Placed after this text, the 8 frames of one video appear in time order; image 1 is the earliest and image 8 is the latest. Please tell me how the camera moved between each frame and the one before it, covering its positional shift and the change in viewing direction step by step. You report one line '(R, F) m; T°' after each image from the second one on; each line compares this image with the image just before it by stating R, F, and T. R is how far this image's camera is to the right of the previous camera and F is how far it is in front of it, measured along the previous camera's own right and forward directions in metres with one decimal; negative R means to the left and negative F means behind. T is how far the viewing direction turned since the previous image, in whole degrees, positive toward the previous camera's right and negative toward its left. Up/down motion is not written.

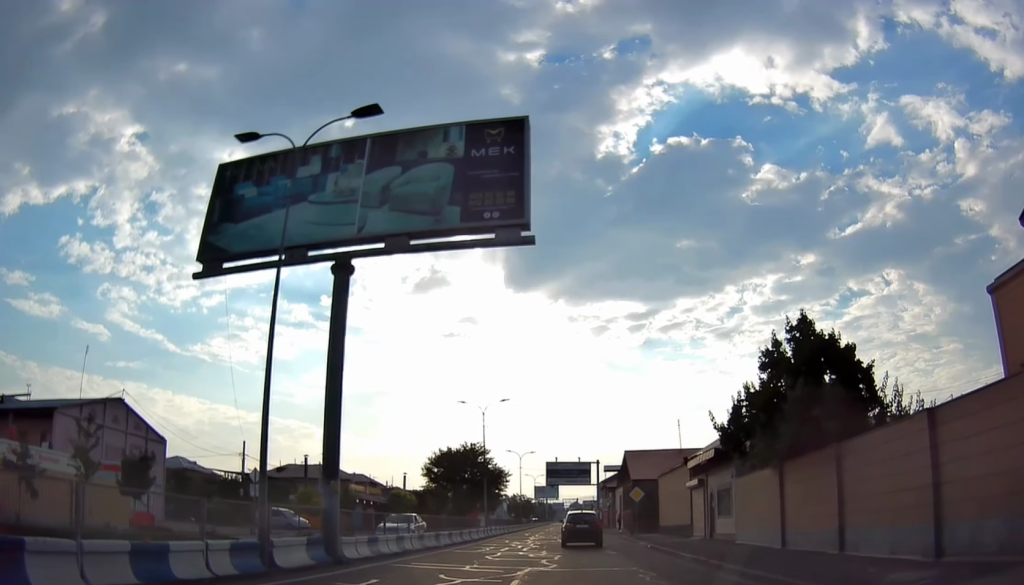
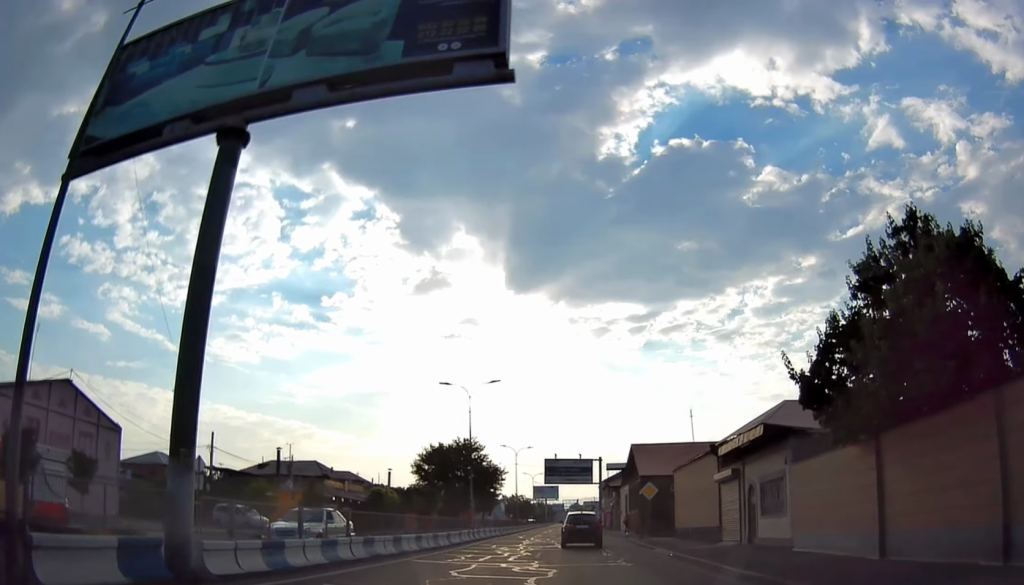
(+0.2, +6.6) m; +1°
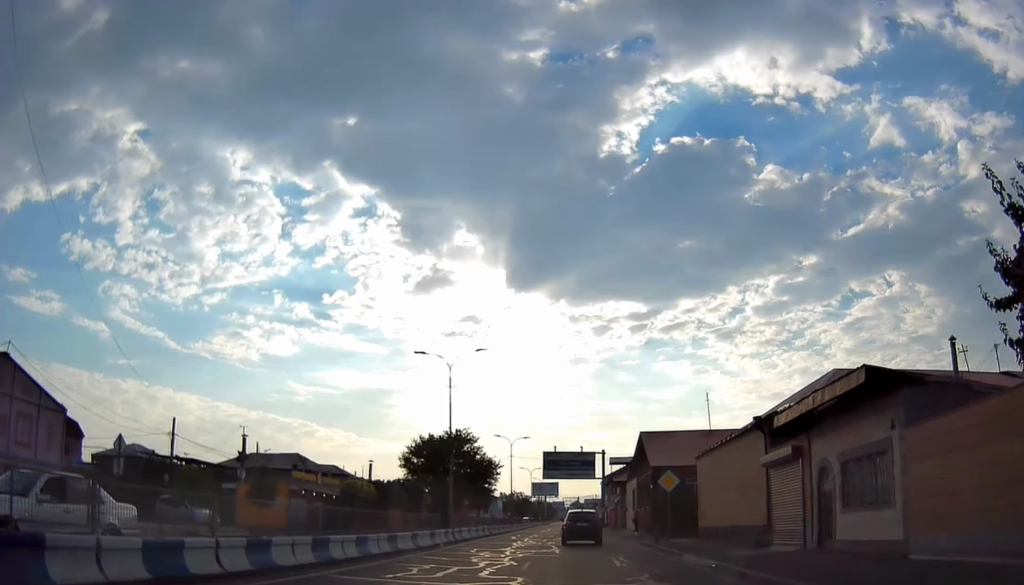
(+0.1, +6.9) m; +1°
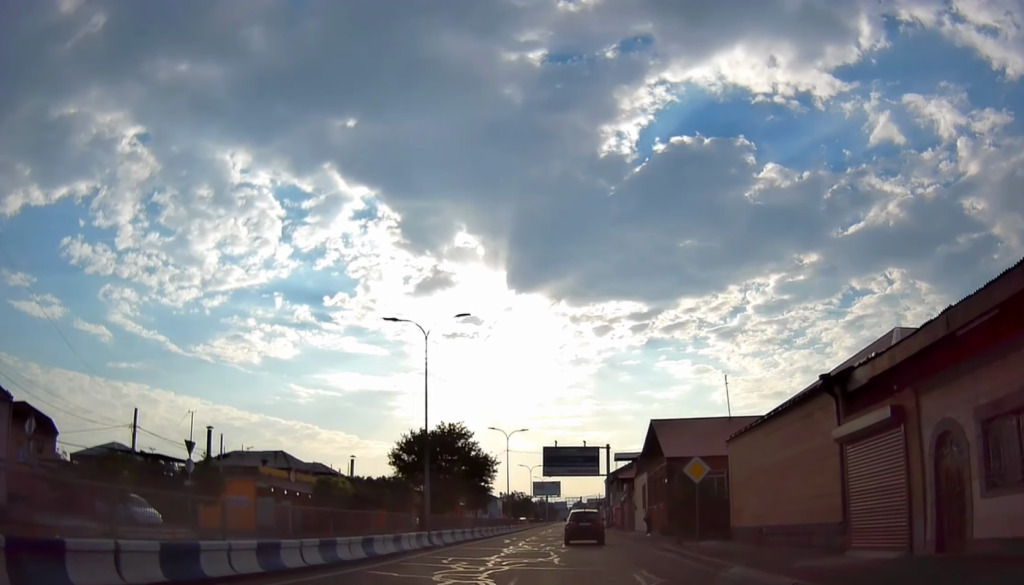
(0.0, +5.9) m; 0°
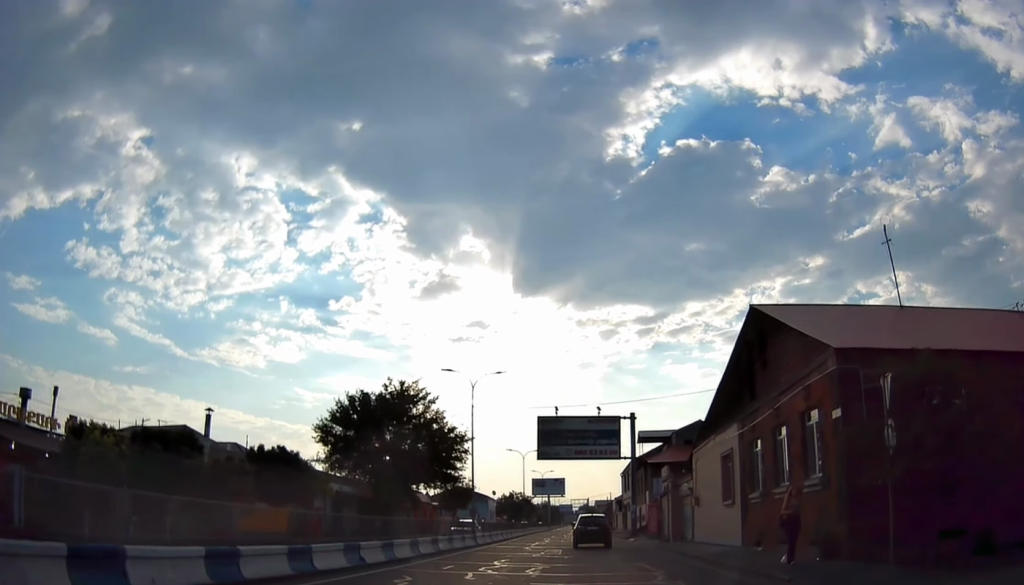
(+0.1, +24.8) m; 0°
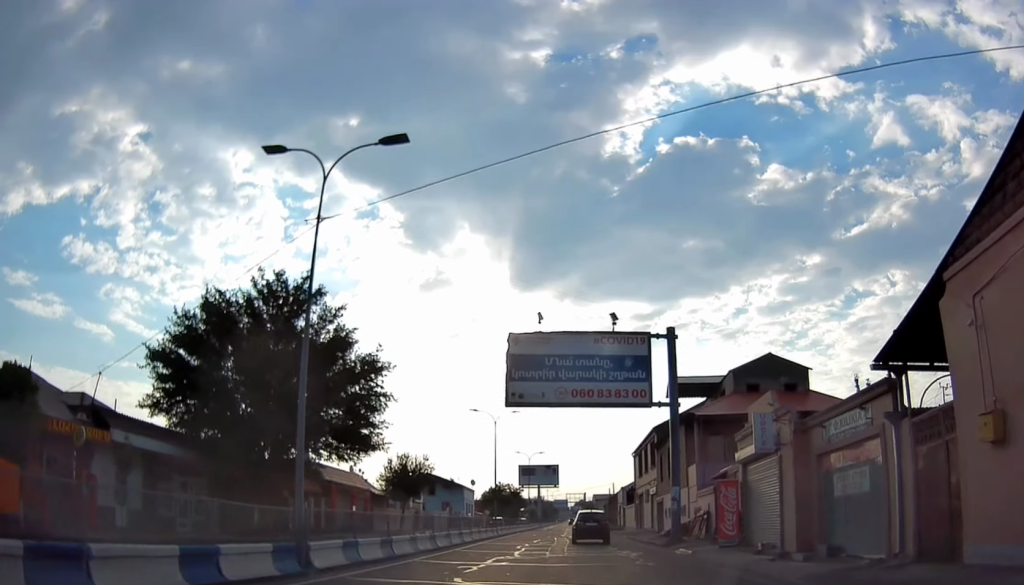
(-0.6, +22.7) m; -2°
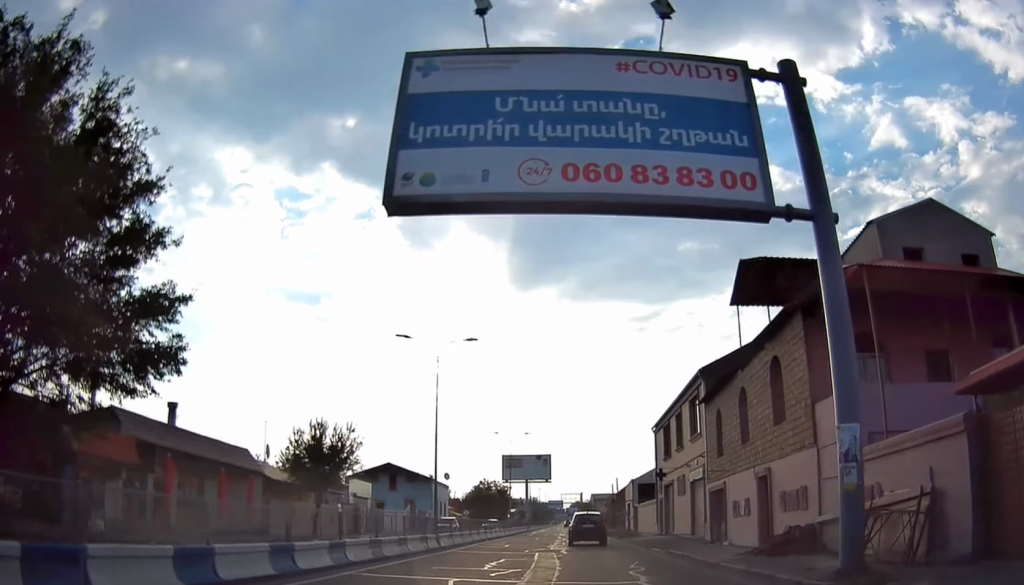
(+0.3, +19.3) m; +2°
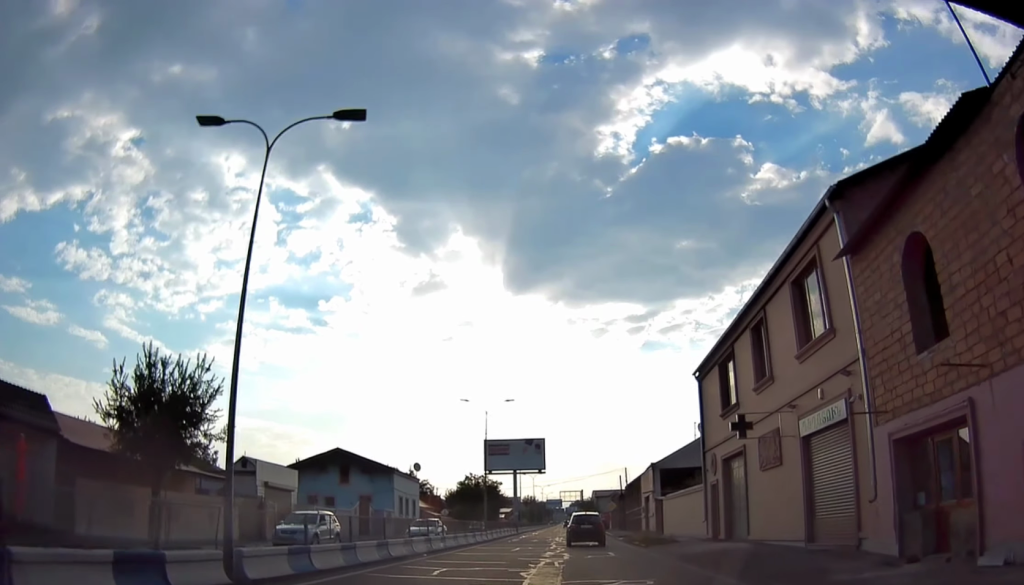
(+0.1, +16.6) m; 0°
